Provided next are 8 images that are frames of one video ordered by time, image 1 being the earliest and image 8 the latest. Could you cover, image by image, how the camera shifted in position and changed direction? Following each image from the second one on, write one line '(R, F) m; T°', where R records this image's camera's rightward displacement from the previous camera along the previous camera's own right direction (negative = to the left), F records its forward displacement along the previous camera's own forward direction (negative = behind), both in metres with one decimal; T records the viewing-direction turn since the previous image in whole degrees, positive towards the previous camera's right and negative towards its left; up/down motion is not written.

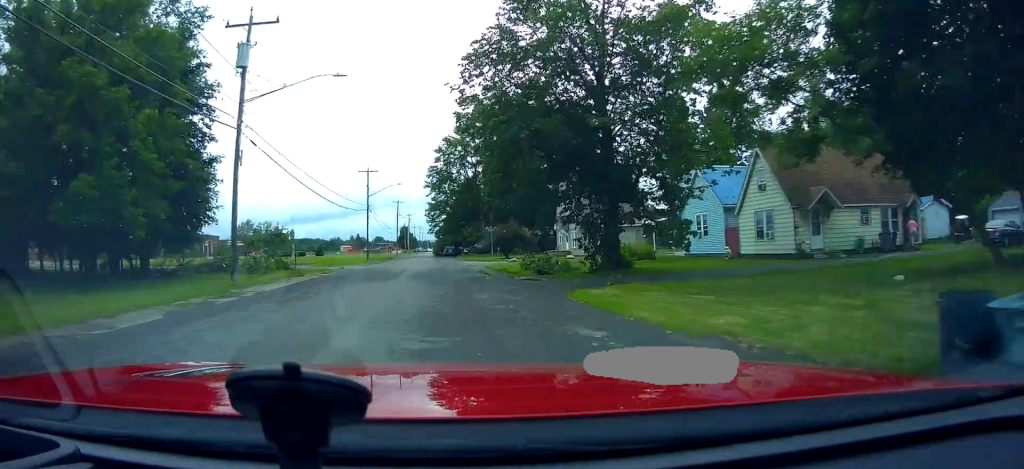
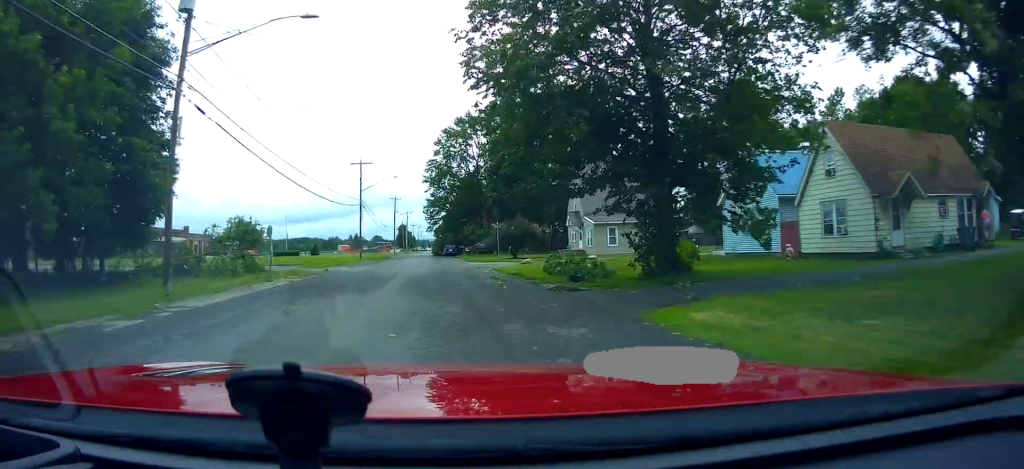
(0.0, +5.7) m; 0°
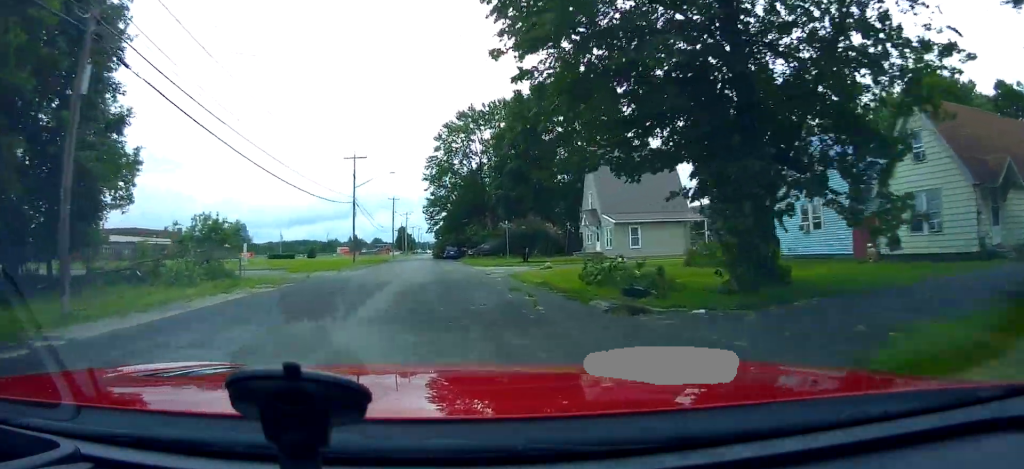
(0.0, +5.3) m; 0°
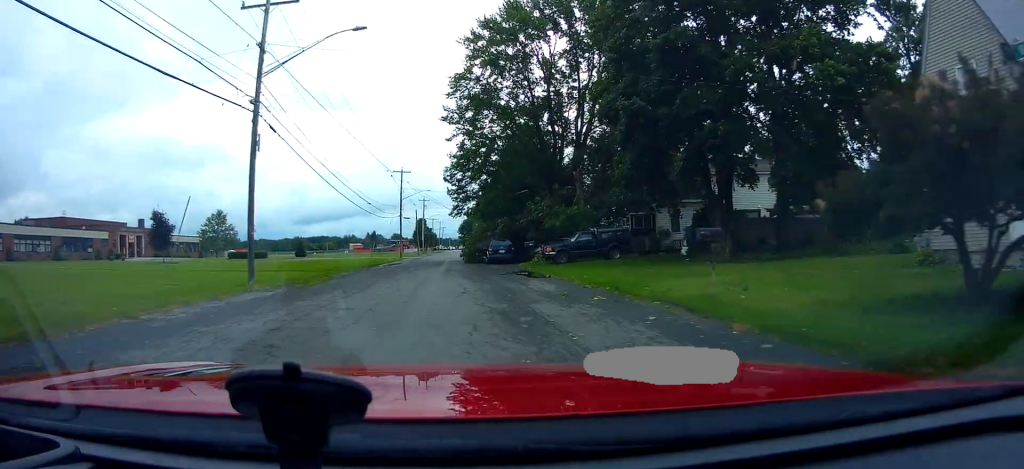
(0.0, +37.0) m; 0°
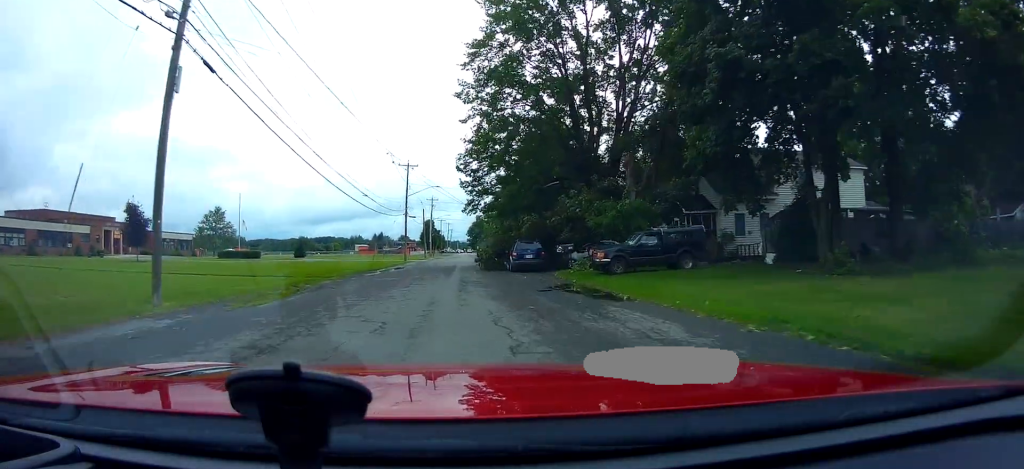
(-0.1, +7.9) m; -1°
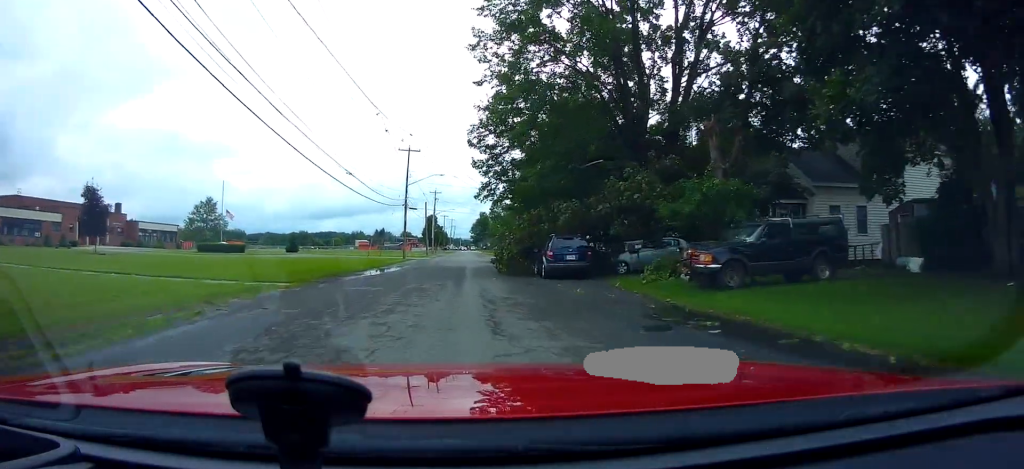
(0.0, +8.1) m; -1°
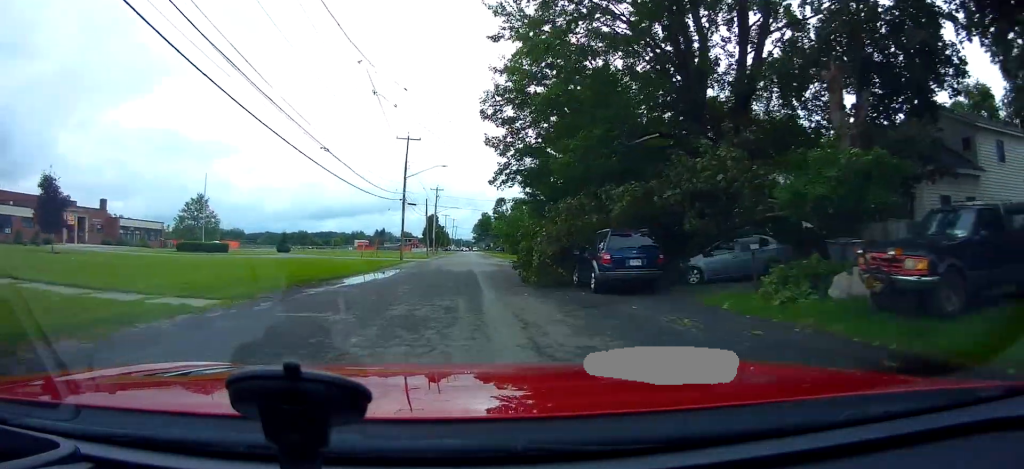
(-0.1, +6.2) m; 0°
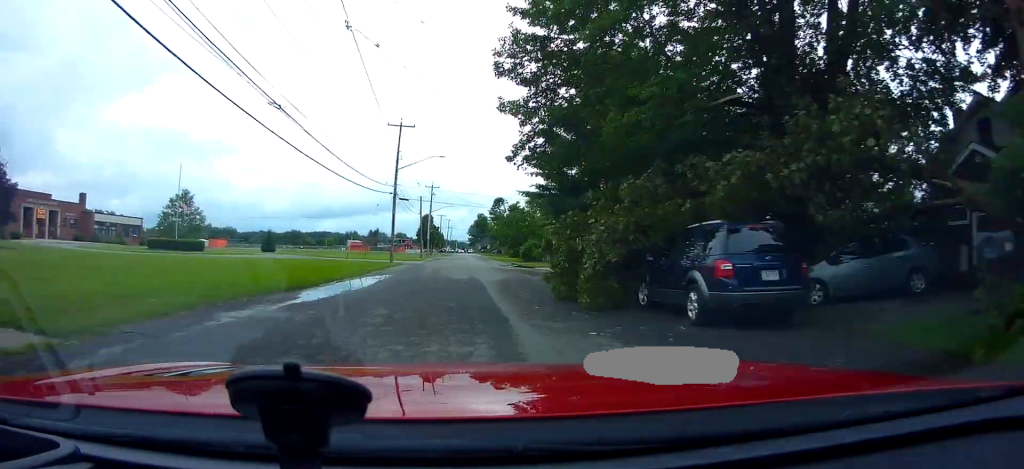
(0.0, +5.9) m; 0°
